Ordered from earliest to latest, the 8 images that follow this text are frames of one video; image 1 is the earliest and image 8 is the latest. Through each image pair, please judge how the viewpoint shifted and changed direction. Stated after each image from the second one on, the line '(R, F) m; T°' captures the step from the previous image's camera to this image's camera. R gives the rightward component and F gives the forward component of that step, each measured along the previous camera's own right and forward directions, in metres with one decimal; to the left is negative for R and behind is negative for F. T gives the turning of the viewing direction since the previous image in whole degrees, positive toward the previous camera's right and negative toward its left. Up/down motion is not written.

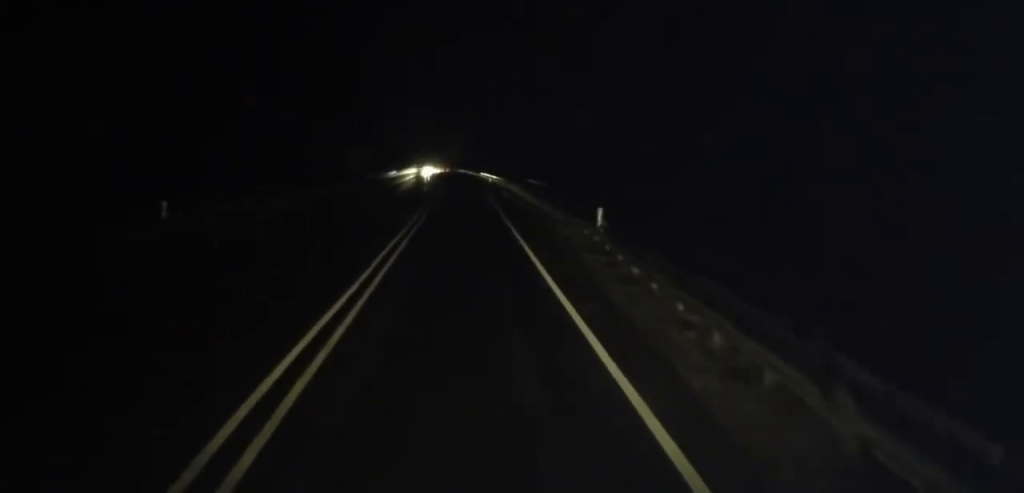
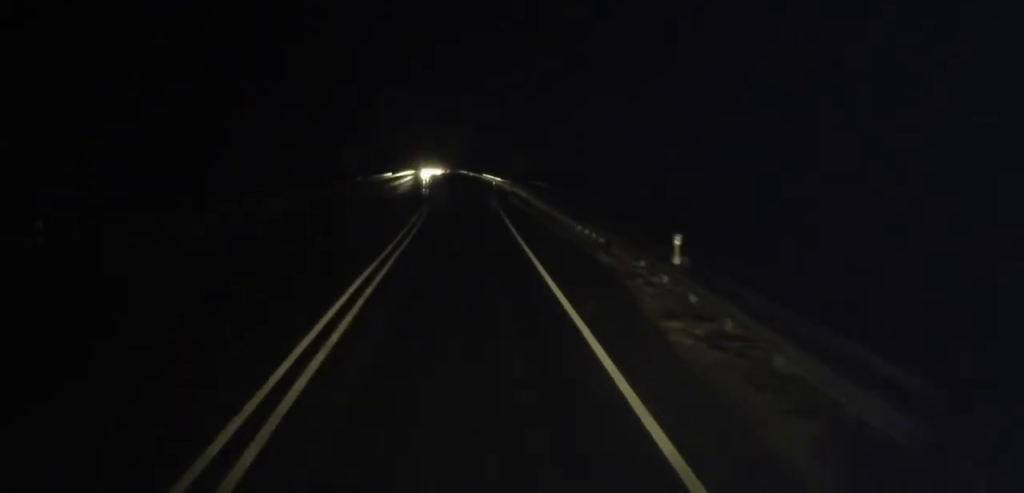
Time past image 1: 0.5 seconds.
(+0.1, +7.2) m; 0°
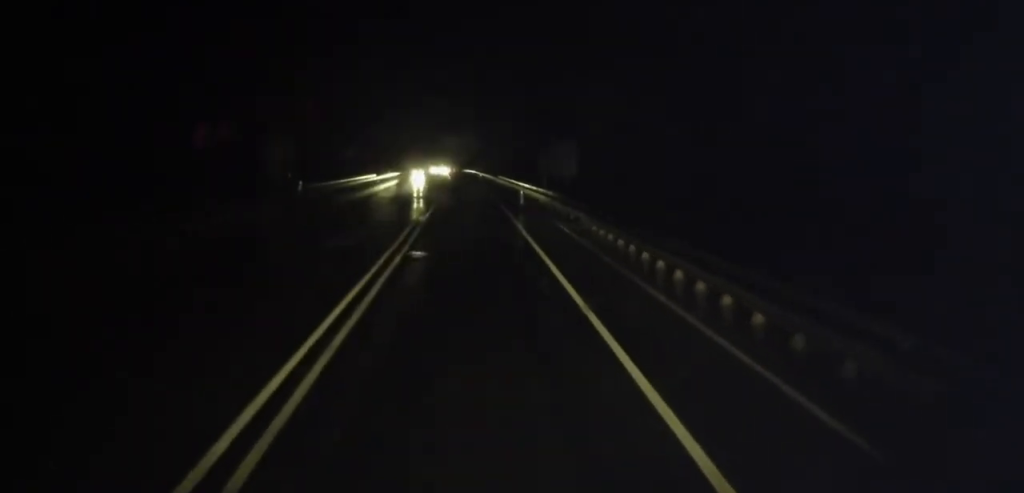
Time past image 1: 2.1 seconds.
(-0.6, +23.8) m; -1°
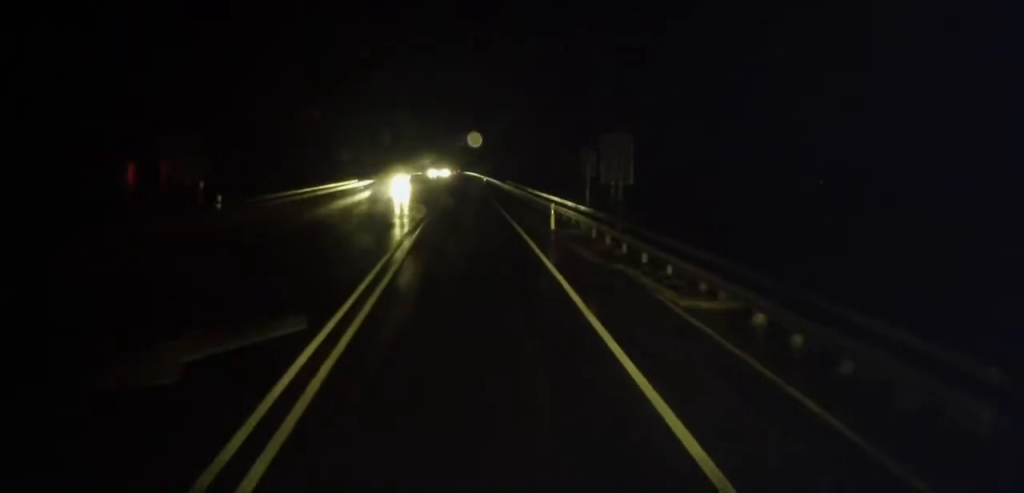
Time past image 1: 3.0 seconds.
(+0.1, +12.8) m; 0°
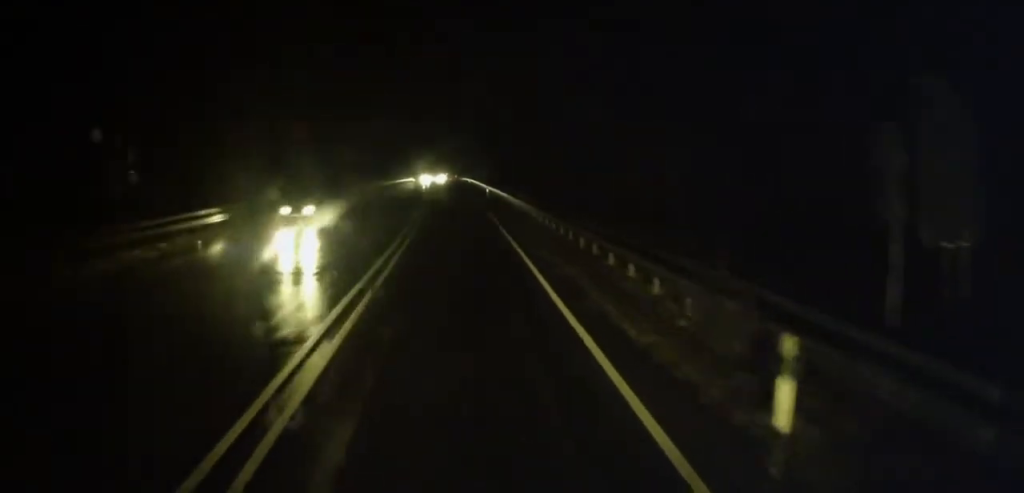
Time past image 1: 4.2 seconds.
(-0.1, +18.1) m; -1°
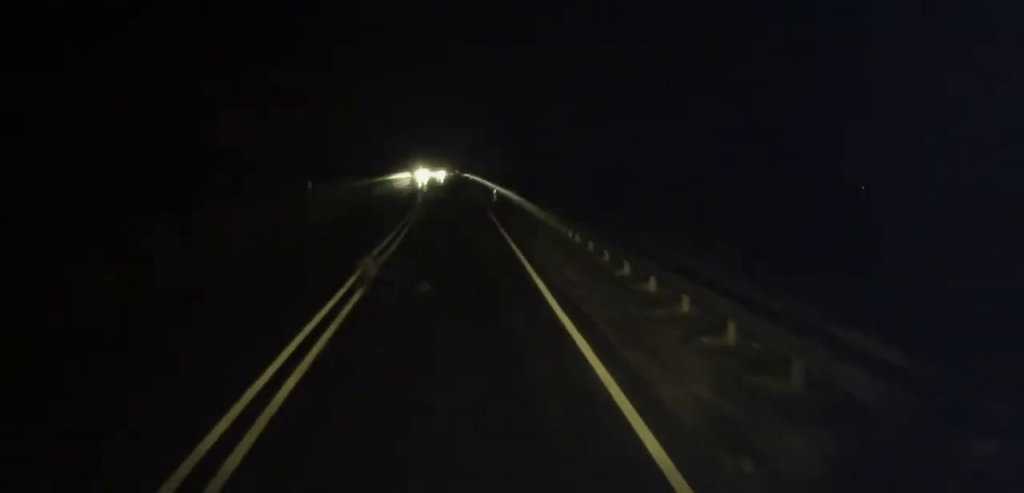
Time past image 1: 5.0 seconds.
(0.0, +12.4) m; 0°
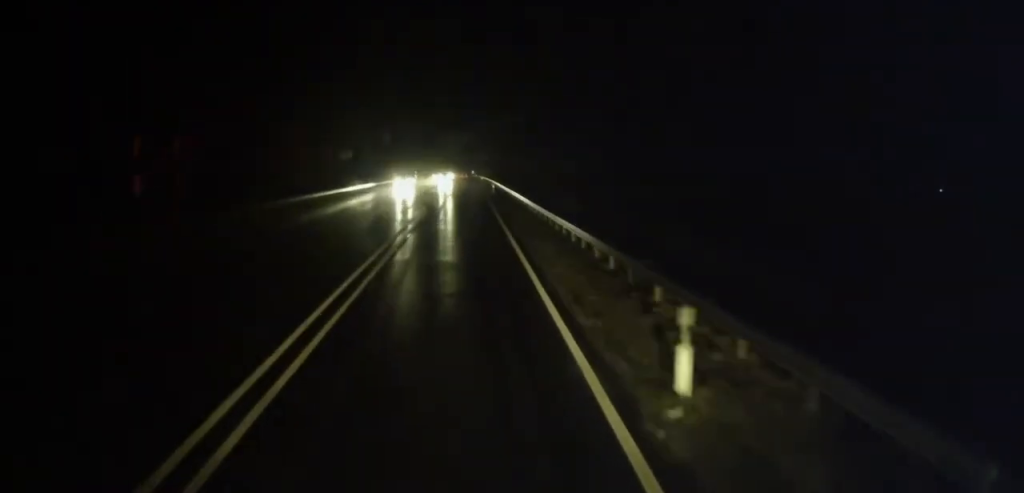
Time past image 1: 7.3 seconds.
(+0.1, +36.1) m; 0°
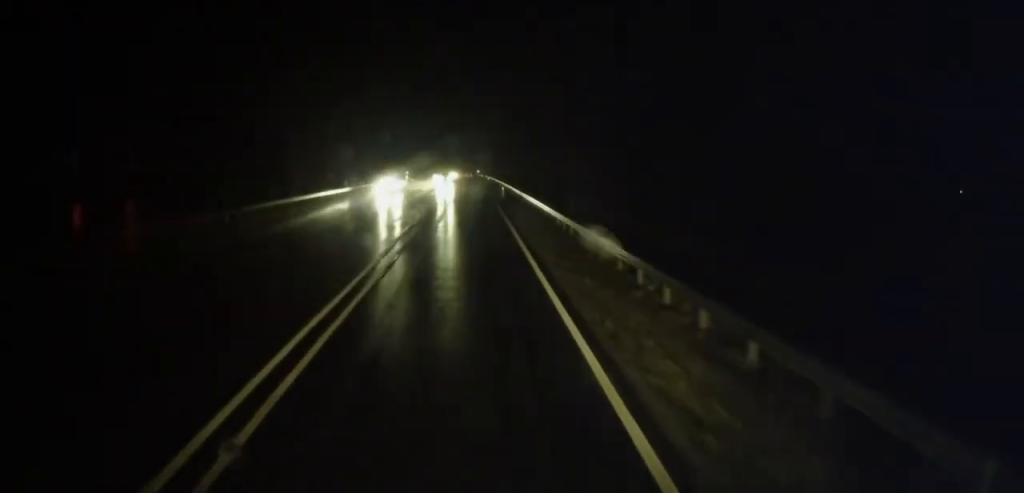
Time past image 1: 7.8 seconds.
(0.0, +7.9) m; 0°
